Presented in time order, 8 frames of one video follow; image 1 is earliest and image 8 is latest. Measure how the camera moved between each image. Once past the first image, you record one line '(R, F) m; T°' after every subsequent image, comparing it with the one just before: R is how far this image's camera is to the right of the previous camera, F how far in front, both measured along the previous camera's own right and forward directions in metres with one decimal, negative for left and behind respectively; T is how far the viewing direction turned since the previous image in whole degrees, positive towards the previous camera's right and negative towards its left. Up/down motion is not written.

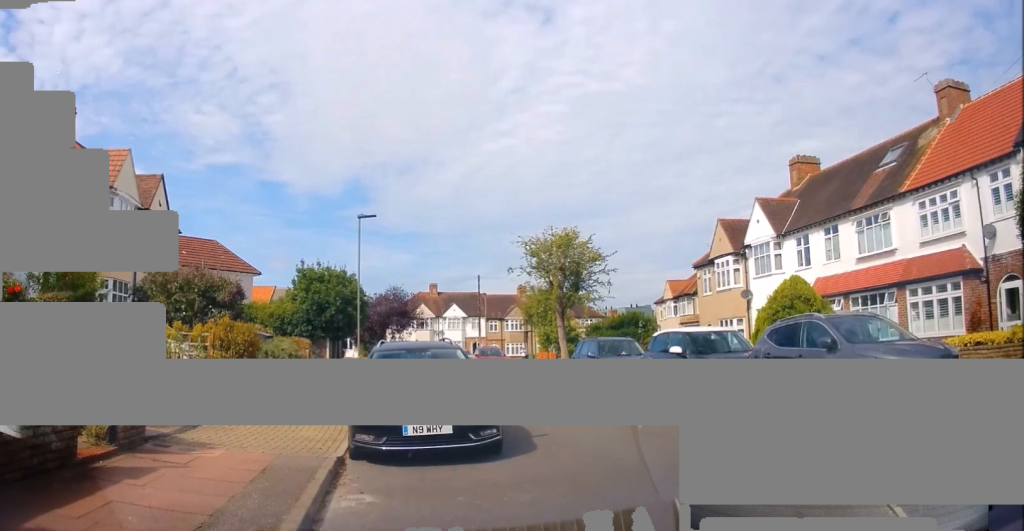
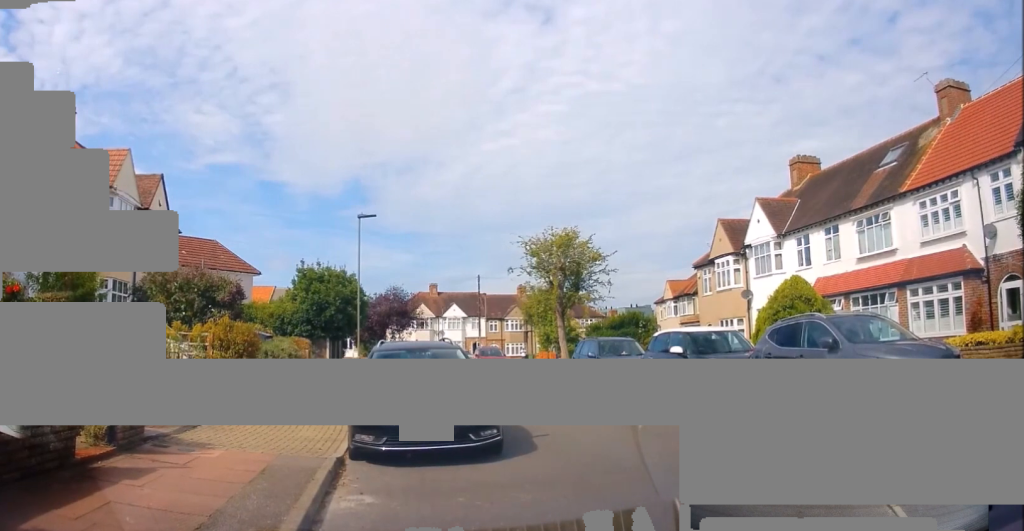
(0.0, 0.0) m; 0°
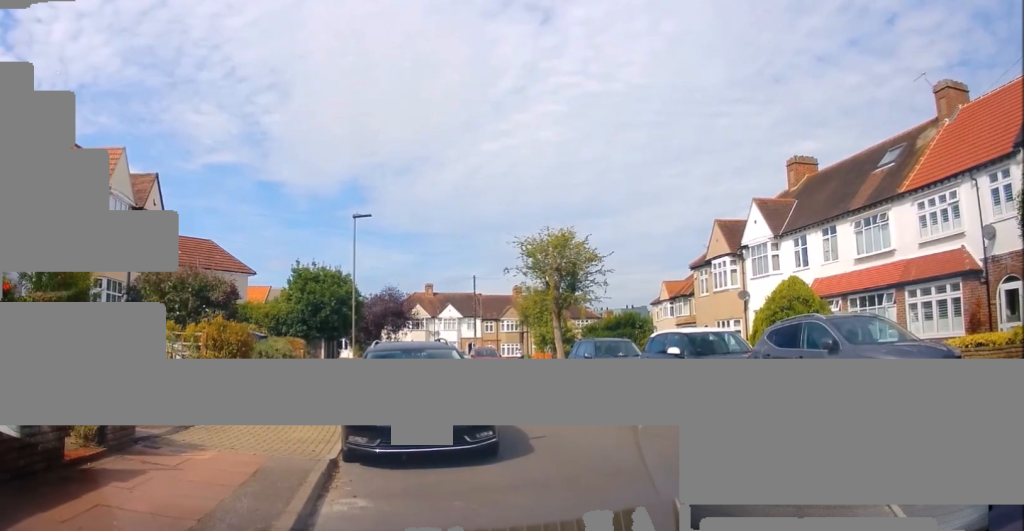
(0.0, +0.2) m; 0°
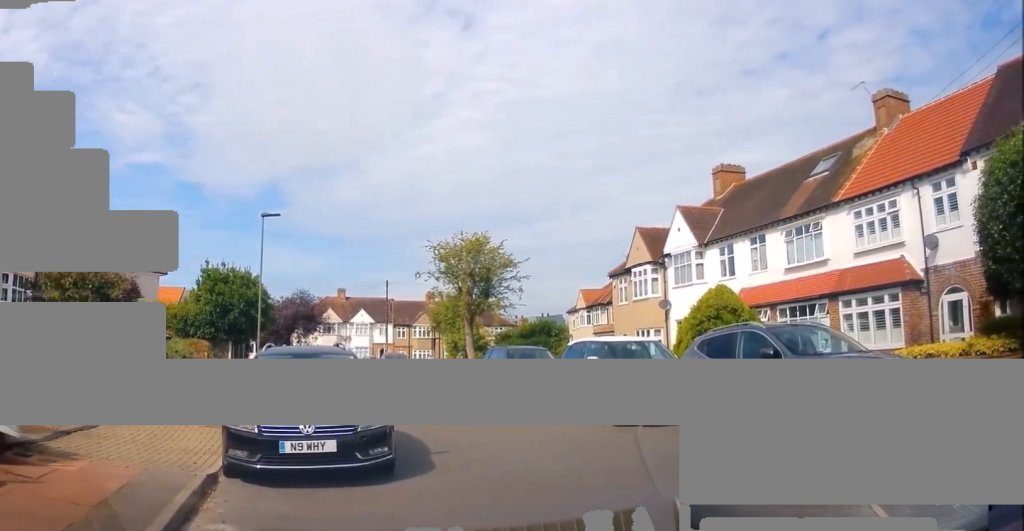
(+0.2, +0.8) m; 0°
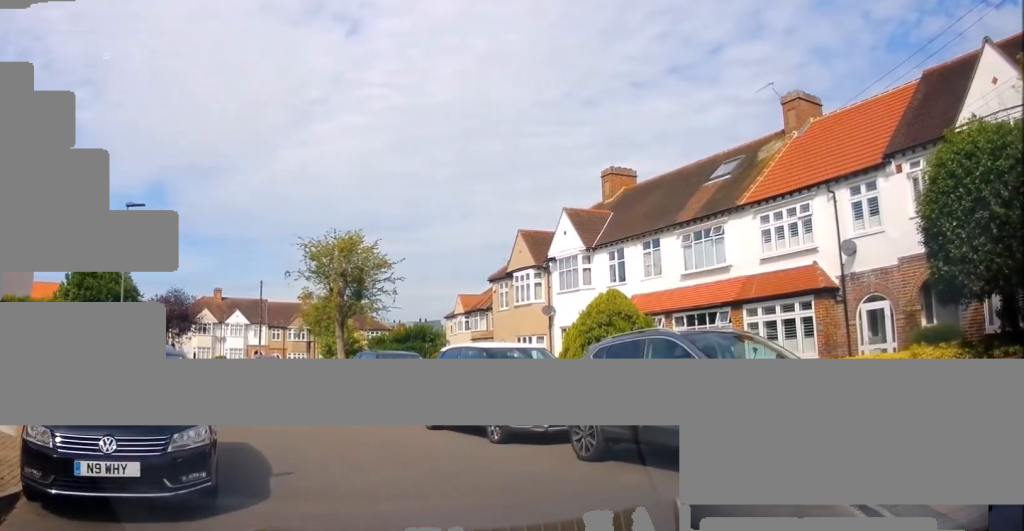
(+0.2, +1.3) m; 0°
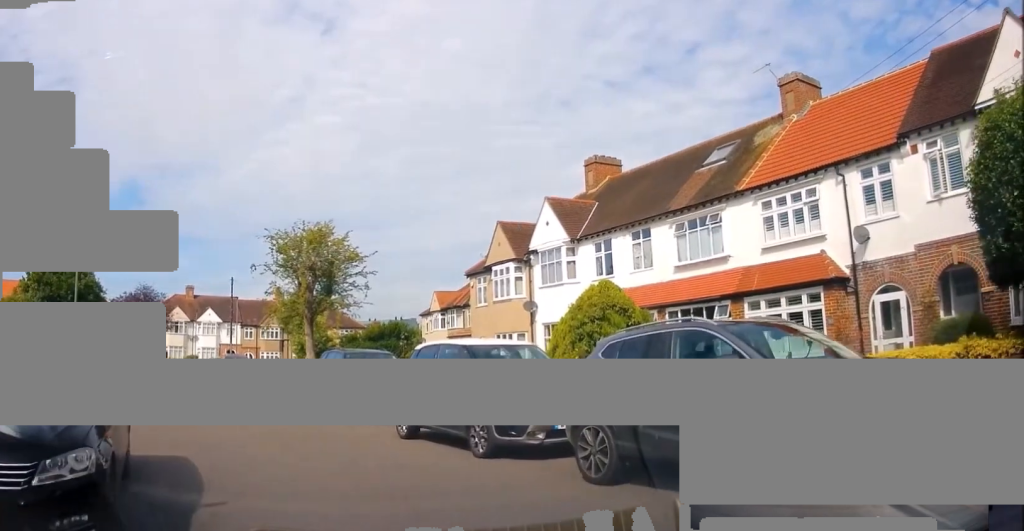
(-0.1, +1.5) m; -2°
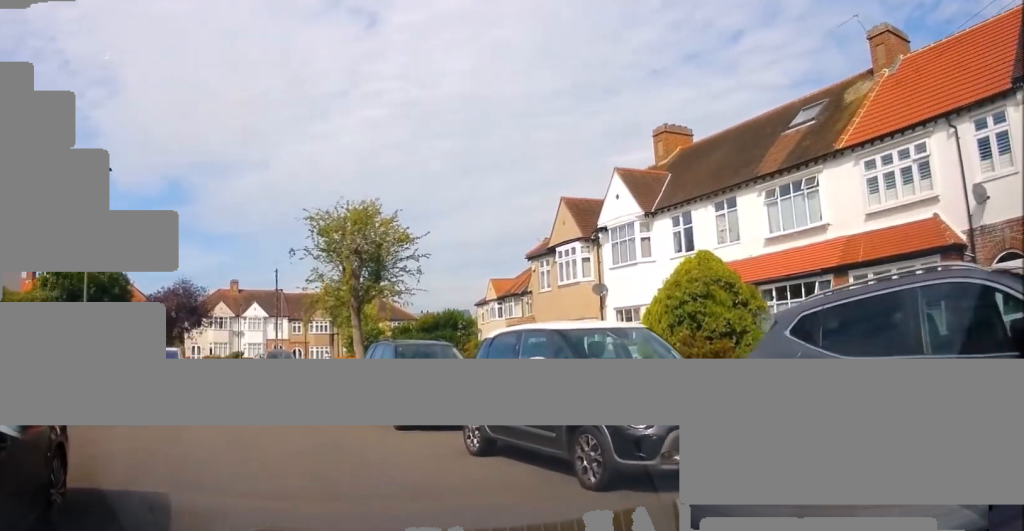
(0.0, +2.8) m; -2°
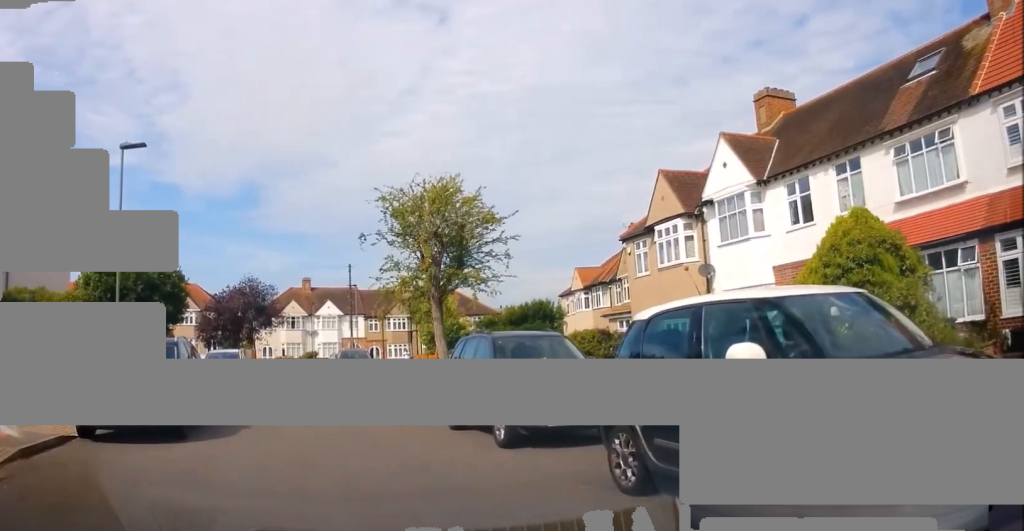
(-0.1, +2.9) m; -3°
